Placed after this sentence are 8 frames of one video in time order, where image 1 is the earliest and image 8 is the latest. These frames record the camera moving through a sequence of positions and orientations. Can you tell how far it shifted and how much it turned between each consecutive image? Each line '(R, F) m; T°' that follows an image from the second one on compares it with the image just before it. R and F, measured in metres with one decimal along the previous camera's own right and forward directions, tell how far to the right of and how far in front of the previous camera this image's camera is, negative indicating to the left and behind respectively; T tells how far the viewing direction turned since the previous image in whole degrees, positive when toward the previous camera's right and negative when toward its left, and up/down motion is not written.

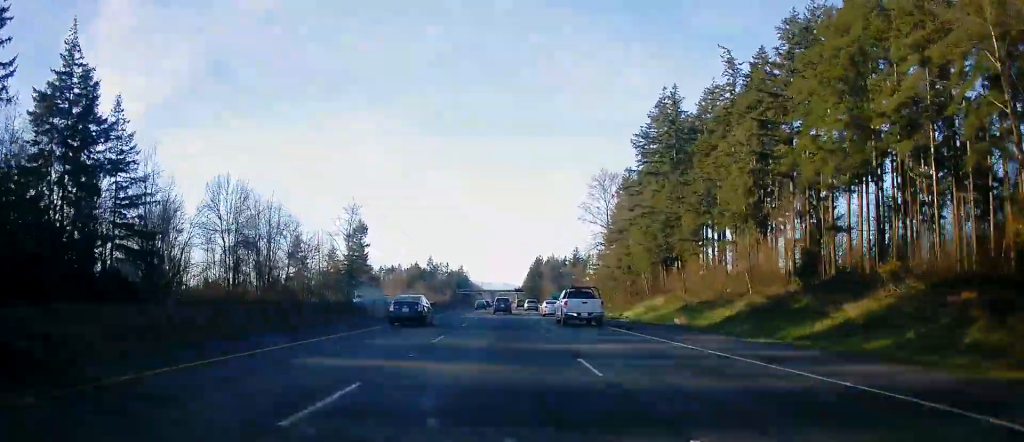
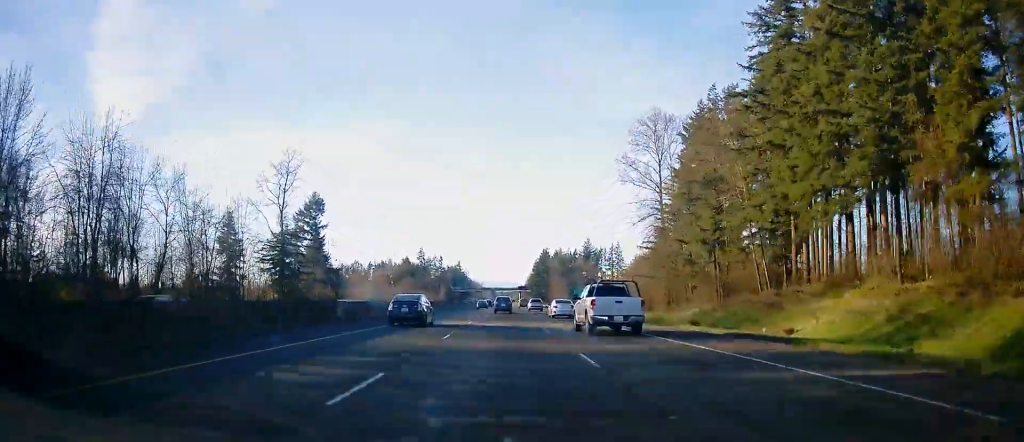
(+0.1, +47.0) m; +1°
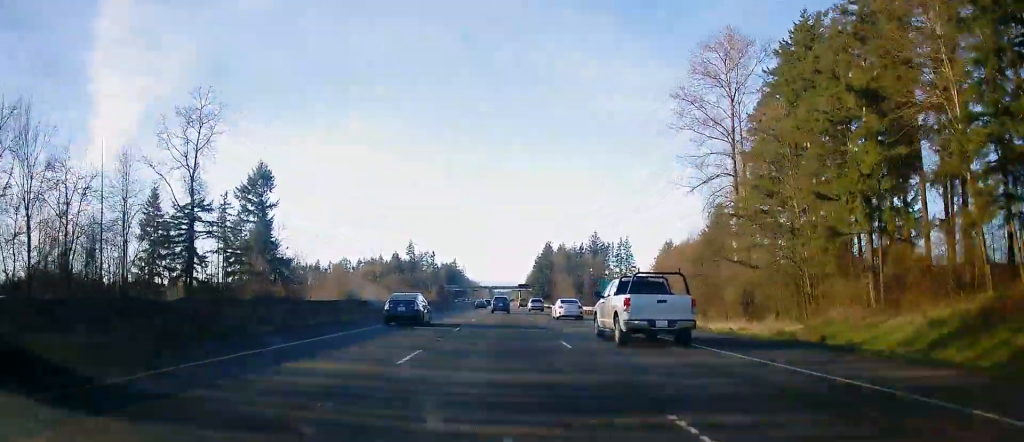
(+0.3, +31.8) m; 0°
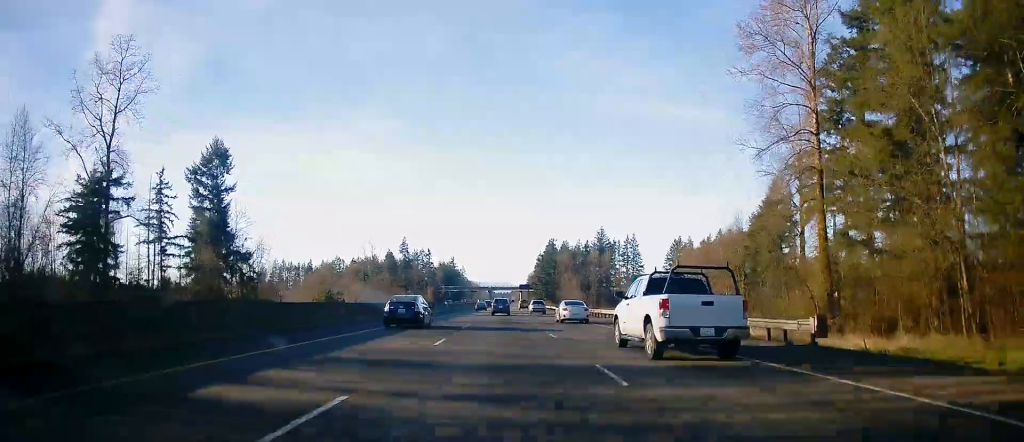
(-0.1, +18.7) m; 0°
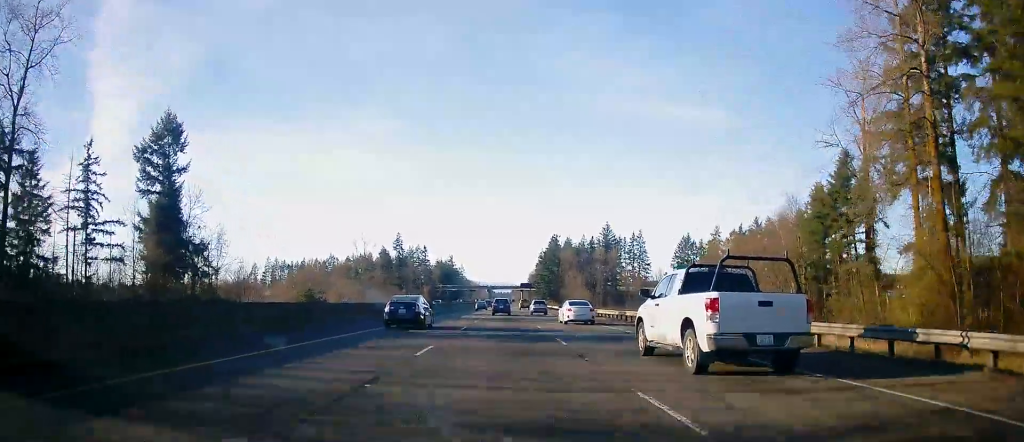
(0.0, +15.4) m; 0°
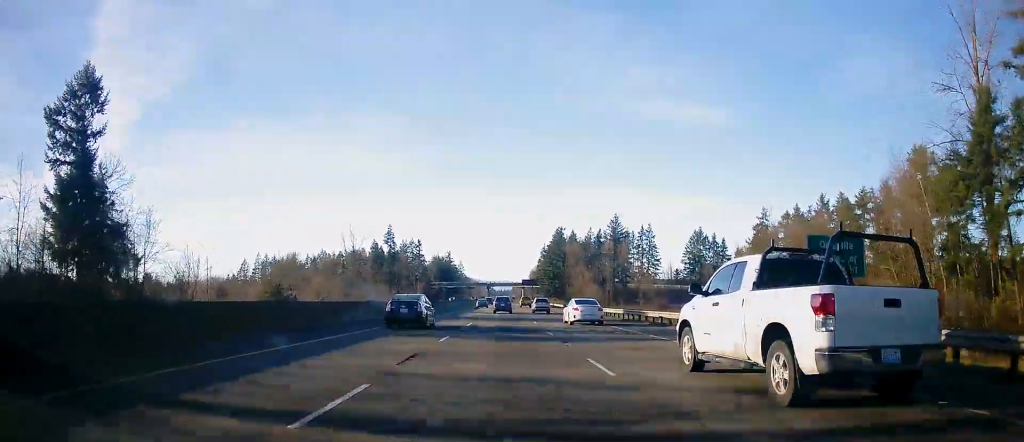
(-0.1, +19.8) m; 0°
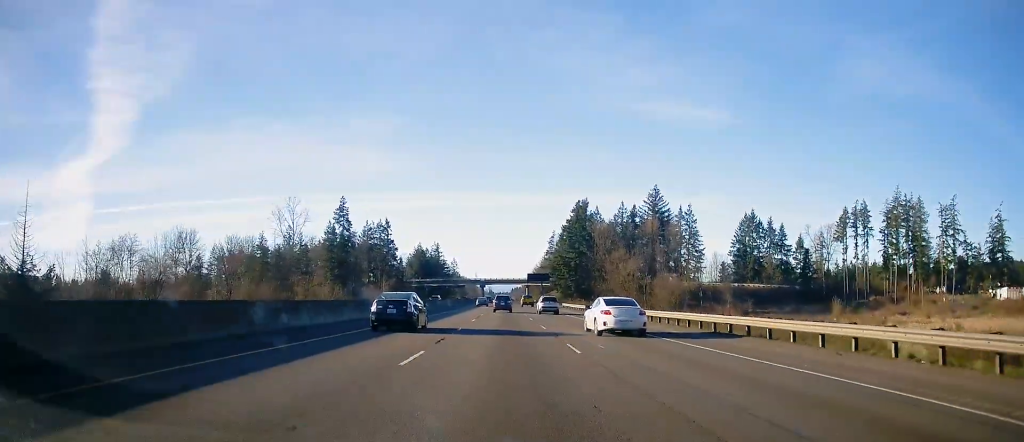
(+0.8, +69.2) m; +1°
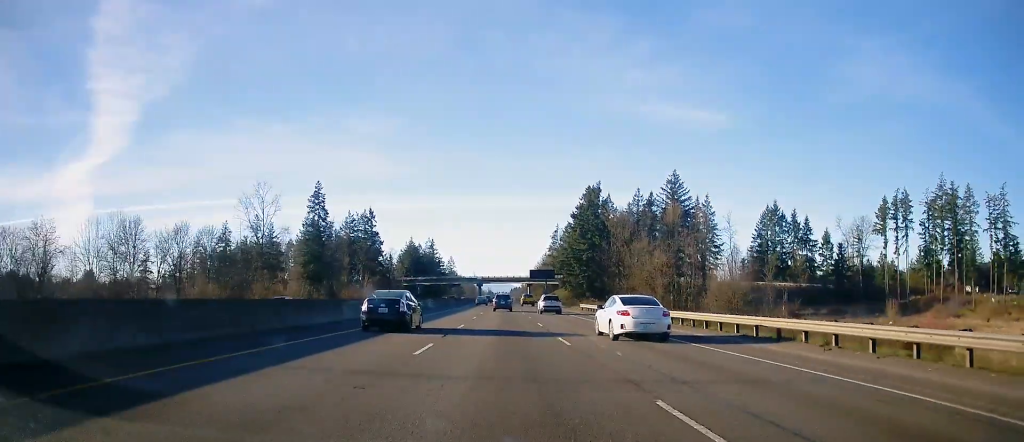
(0.0, +22.0) m; 0°
